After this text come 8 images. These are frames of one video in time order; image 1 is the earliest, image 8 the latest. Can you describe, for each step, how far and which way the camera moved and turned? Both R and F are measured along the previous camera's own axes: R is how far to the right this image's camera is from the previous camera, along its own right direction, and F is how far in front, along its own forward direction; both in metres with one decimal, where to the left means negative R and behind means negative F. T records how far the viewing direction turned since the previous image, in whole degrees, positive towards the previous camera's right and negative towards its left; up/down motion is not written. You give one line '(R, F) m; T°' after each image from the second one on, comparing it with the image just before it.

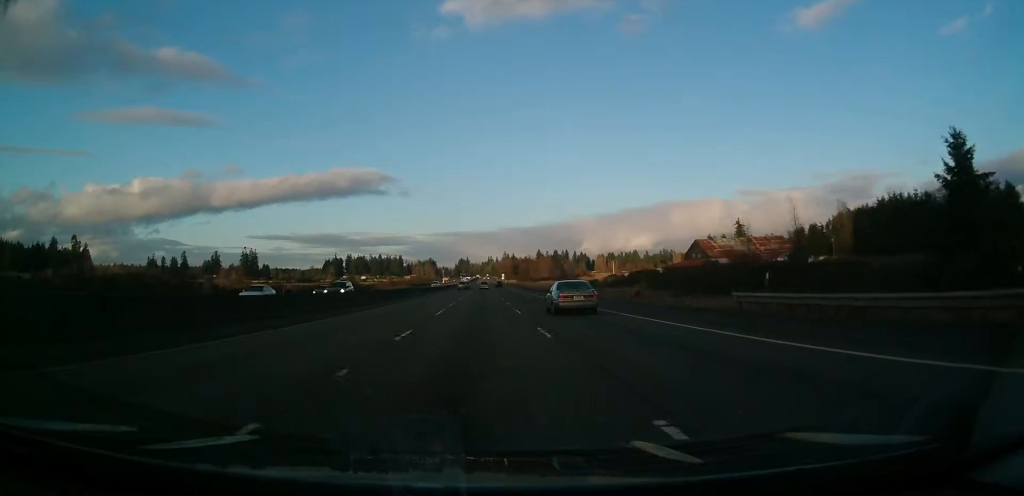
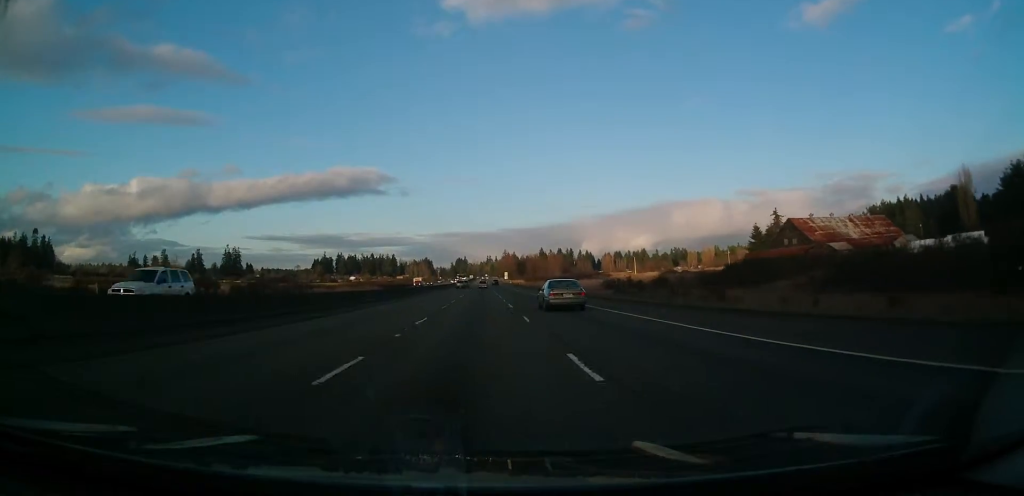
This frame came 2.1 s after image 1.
(-0.5, +66.9) m; 0°
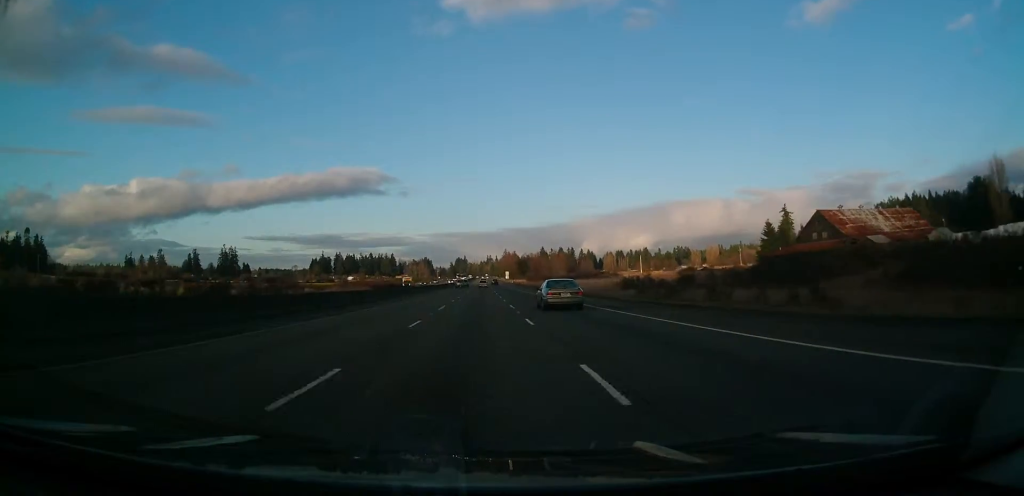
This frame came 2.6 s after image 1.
(+0.3, +13.6) m; 0°
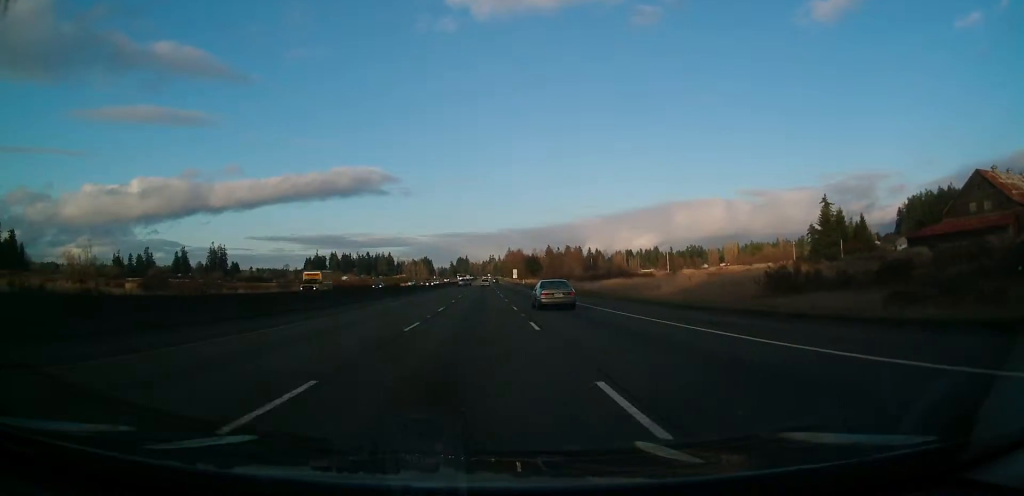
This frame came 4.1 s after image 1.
(+0.2, +49.3) m; 0°
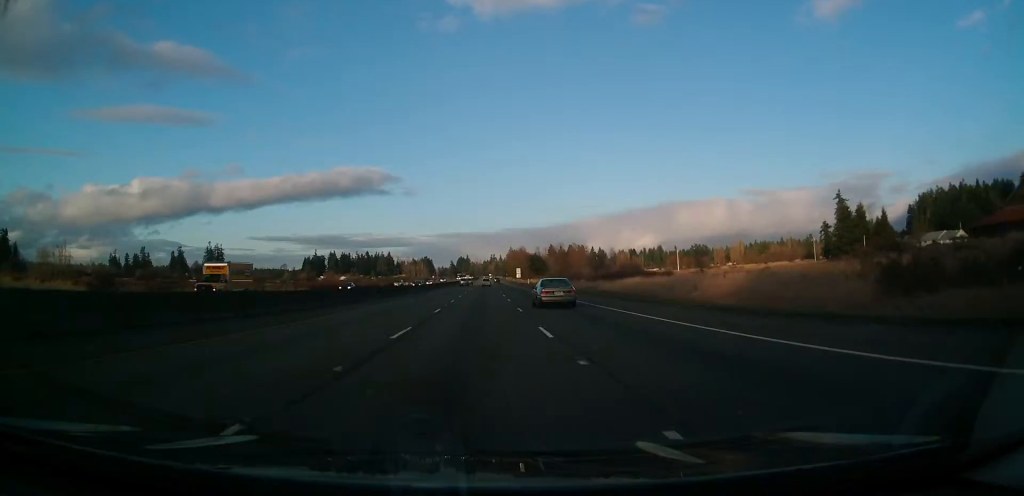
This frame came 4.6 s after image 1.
(0.0, +14.8) m; 0°
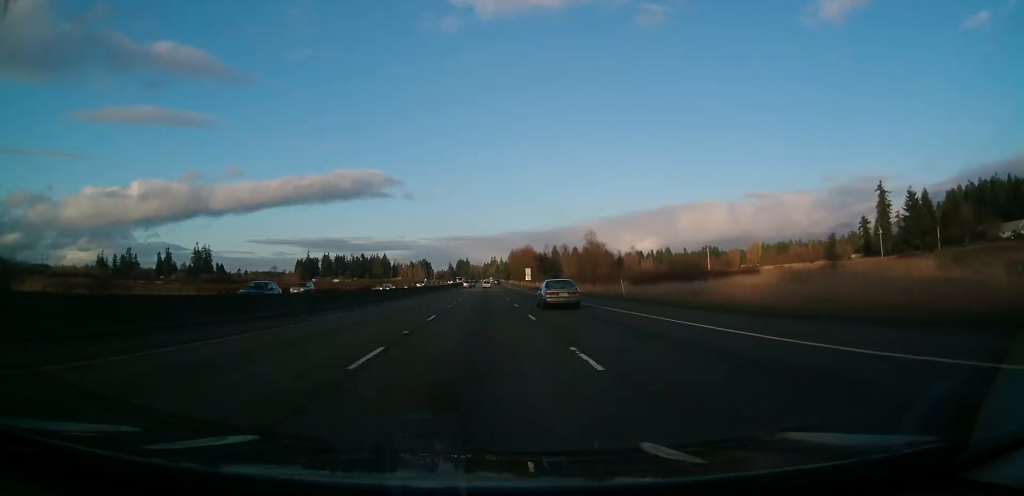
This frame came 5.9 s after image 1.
(-0.1, +41.3) m; 0°
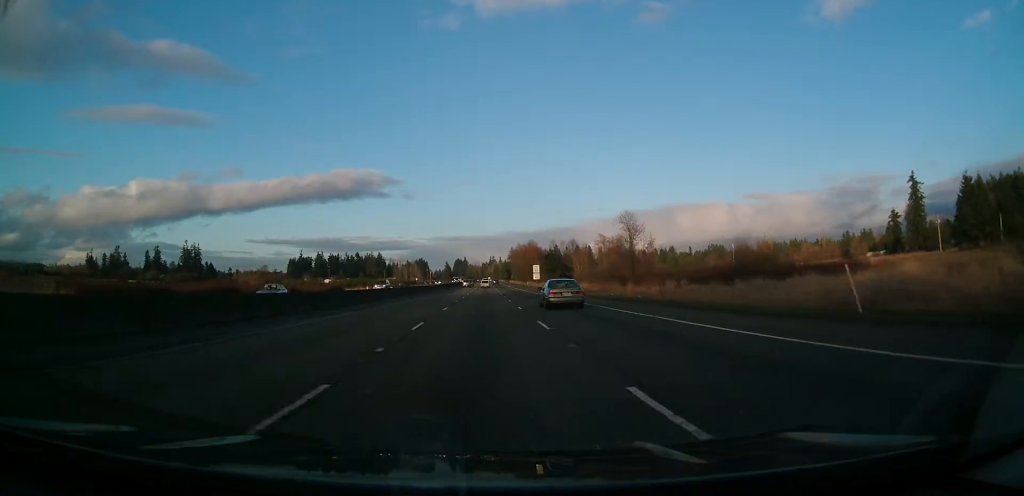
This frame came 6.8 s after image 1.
(+0.1, +28.7) m; 0°
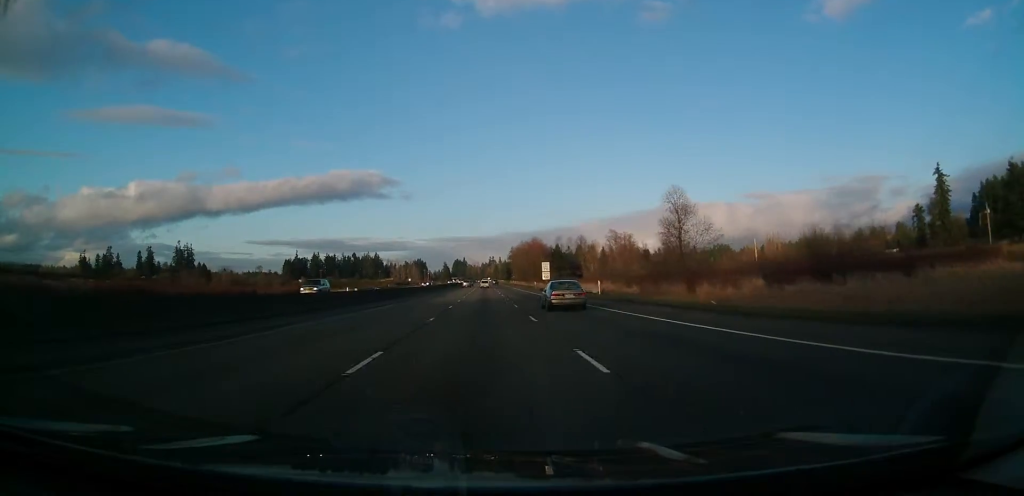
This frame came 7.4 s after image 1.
(0.0, +20.2) m; 0°
